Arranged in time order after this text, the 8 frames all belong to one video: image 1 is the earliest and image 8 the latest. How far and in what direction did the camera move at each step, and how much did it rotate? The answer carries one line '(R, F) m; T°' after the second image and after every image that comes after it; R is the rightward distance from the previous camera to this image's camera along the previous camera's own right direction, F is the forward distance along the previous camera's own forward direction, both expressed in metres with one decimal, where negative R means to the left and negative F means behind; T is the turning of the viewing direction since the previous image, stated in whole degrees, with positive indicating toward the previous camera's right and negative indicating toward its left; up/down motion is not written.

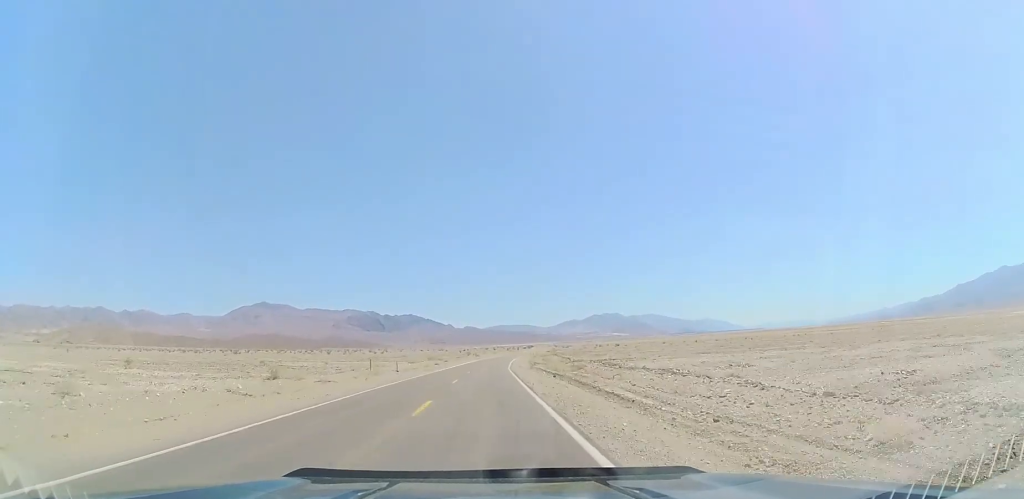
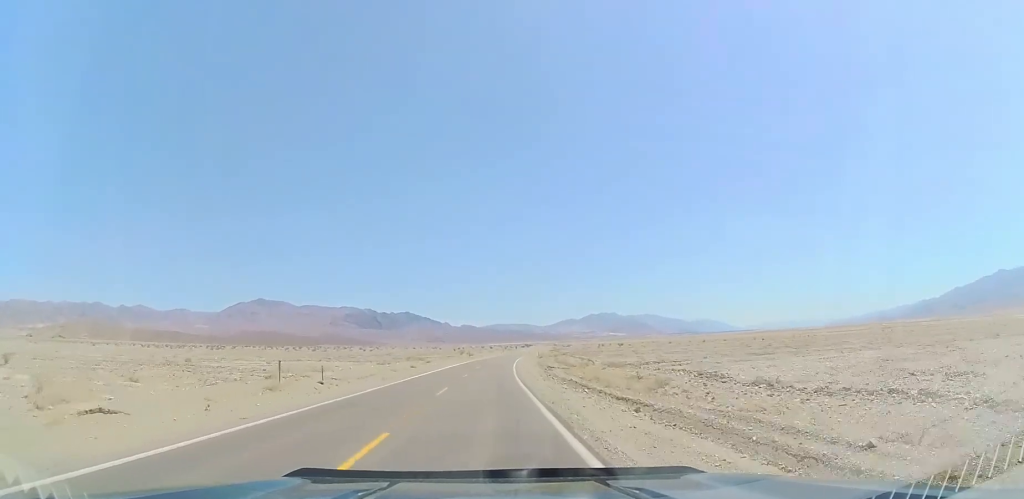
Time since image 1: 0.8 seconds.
(0.0, +21.8) m; 0°
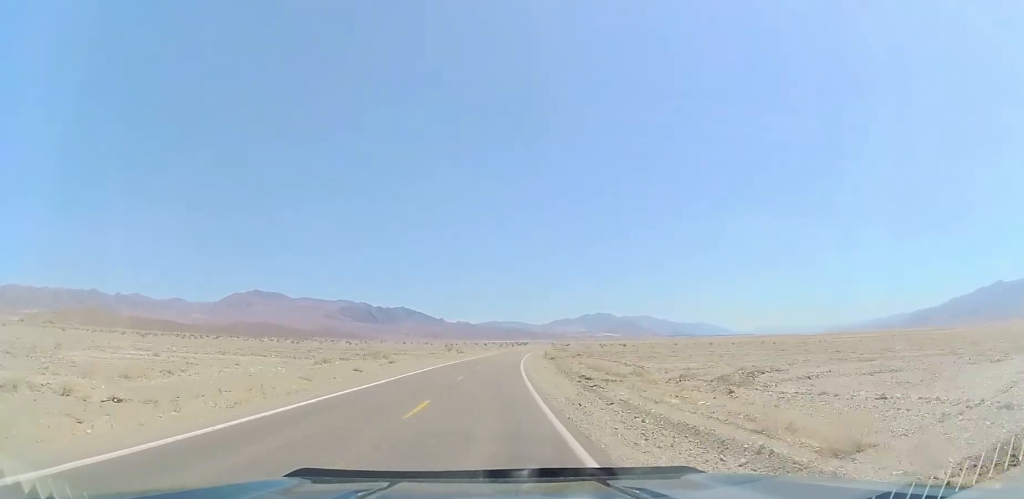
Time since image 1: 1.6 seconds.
(0.0, +22.9) m; 0°
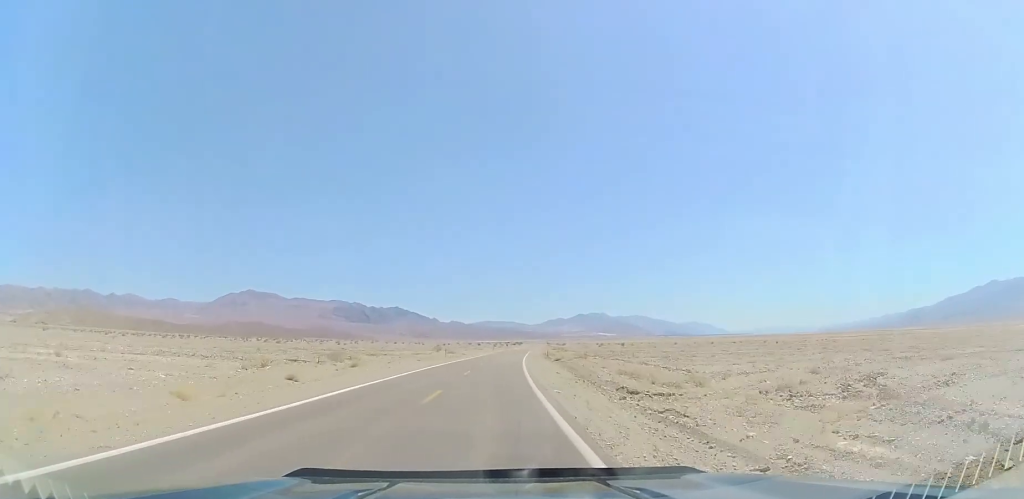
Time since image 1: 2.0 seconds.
(0.0, +11.5) m; 0°
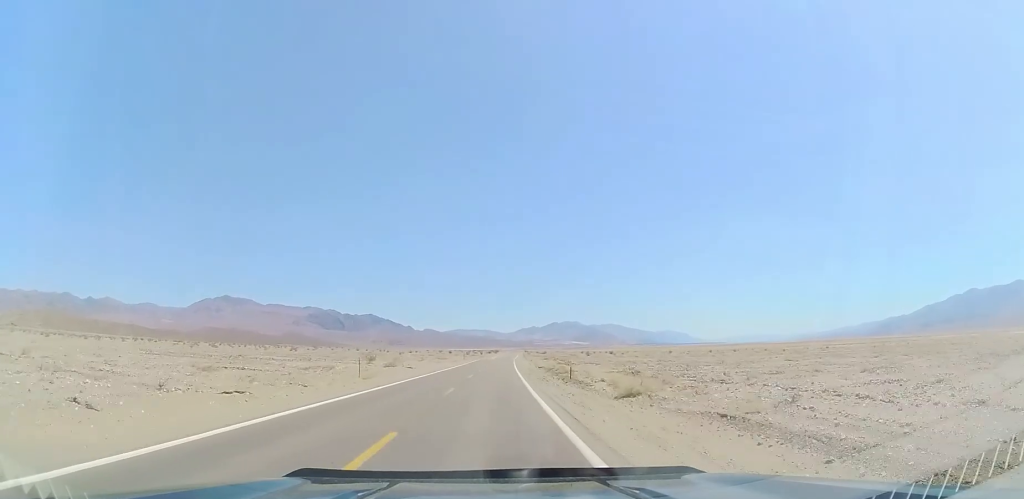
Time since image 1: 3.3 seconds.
(+0.1, +38.5) m; +1°
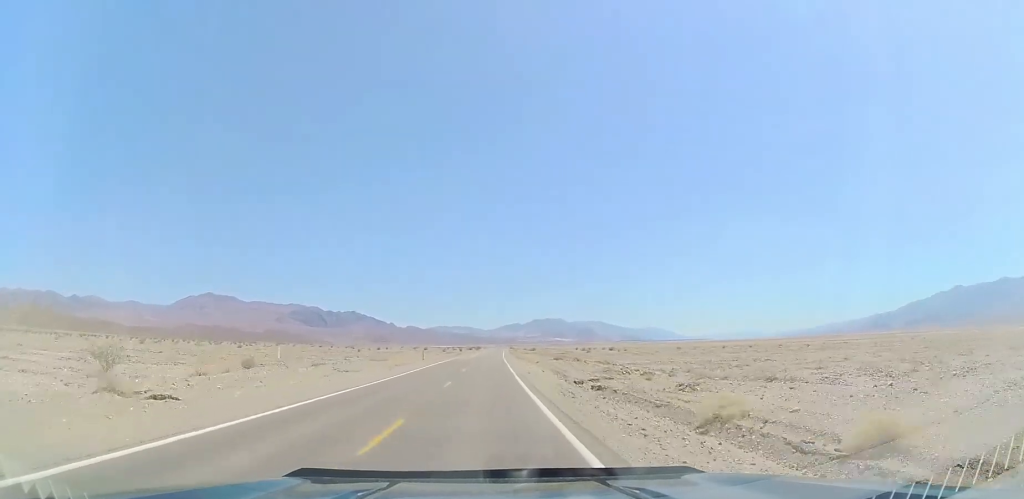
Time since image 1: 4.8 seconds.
(+1.6, +42.4) m; +5°
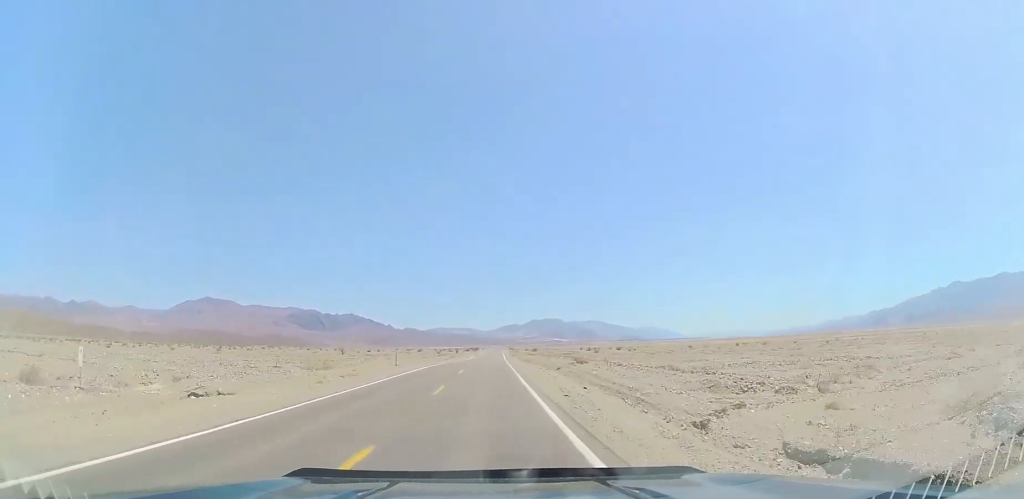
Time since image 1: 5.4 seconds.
(+0.2, +18.4) m; +1°
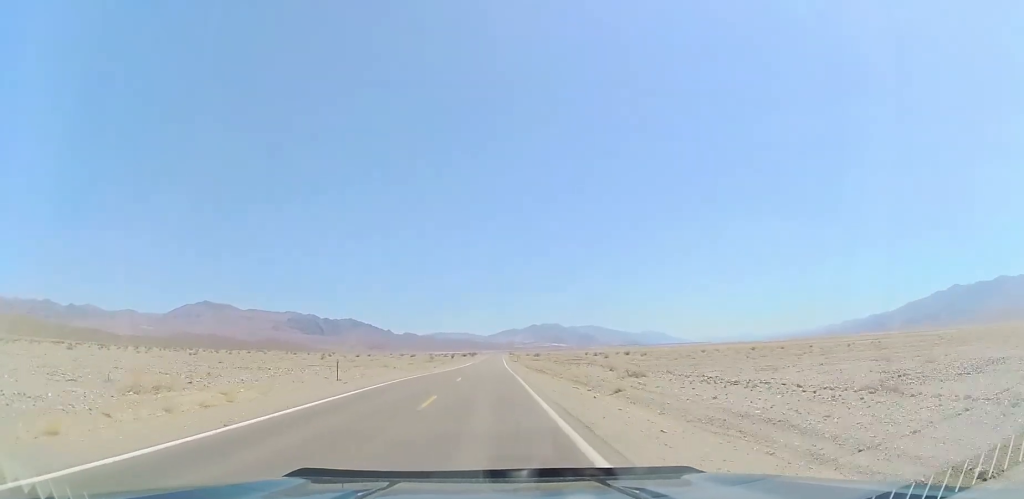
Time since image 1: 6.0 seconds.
(+0.1, +18.4) m; 0°
